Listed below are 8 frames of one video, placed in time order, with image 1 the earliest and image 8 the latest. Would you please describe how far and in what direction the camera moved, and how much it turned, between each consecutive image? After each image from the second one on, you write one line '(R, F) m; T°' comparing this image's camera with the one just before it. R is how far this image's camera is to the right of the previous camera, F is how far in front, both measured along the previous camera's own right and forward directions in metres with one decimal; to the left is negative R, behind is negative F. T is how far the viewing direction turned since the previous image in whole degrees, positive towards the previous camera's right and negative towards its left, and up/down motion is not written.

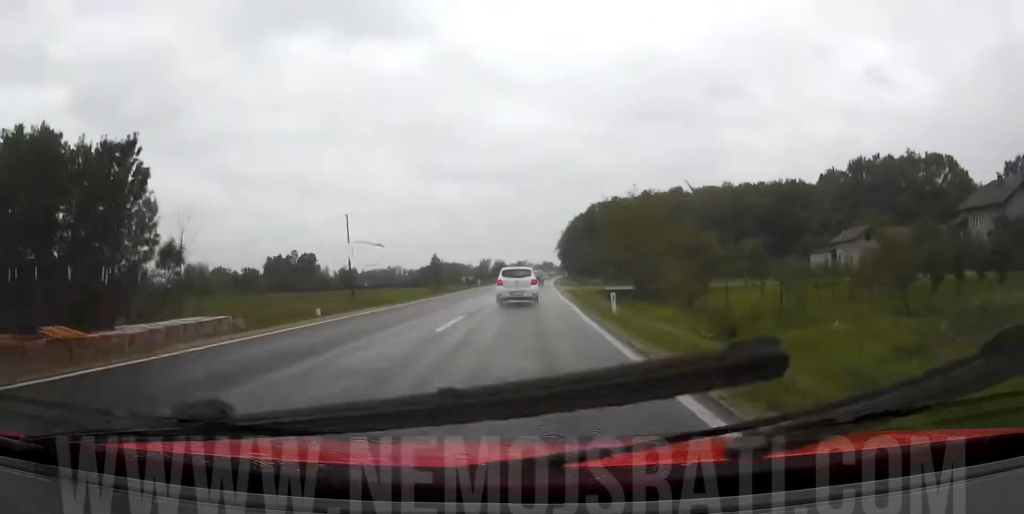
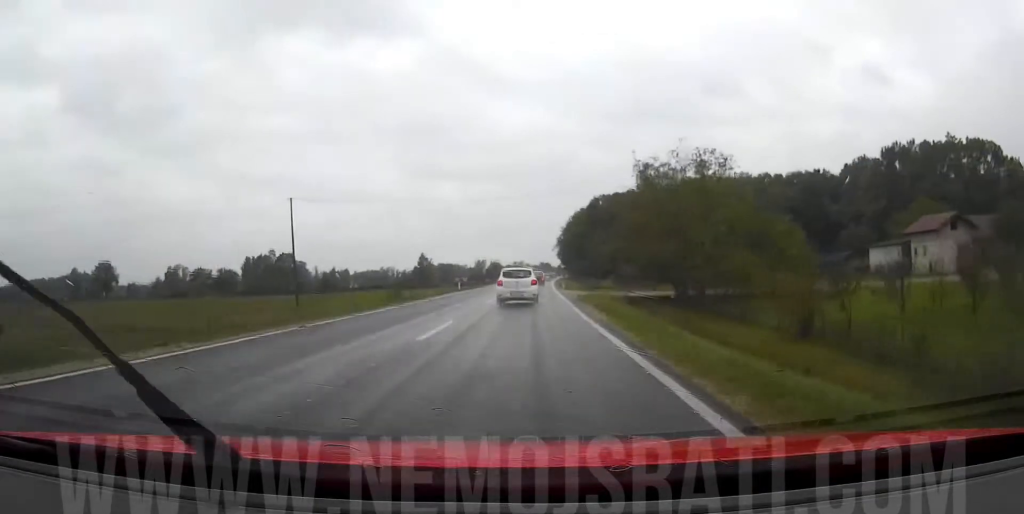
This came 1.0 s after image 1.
(+0.1, +16.6) m; +1°
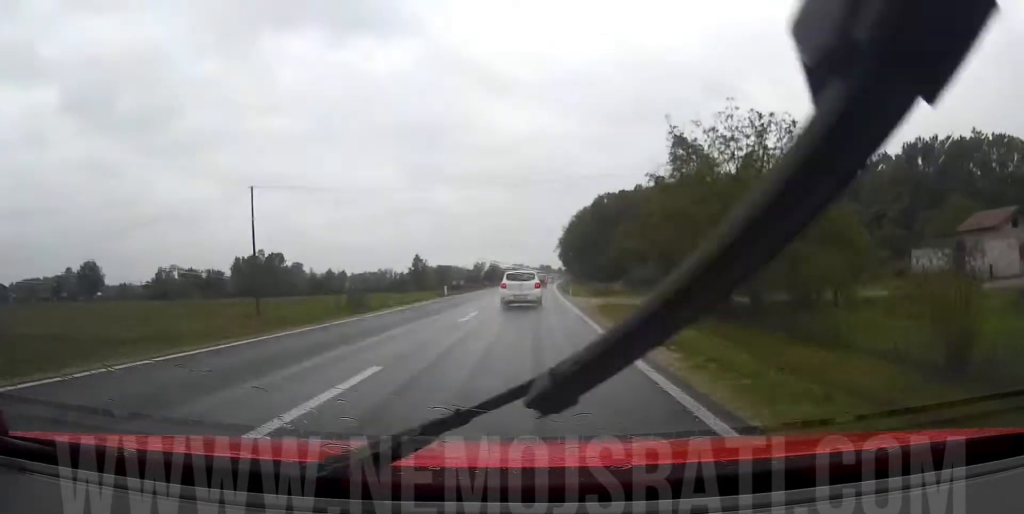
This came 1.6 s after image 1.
(-0.1, +8.6) m; 0°
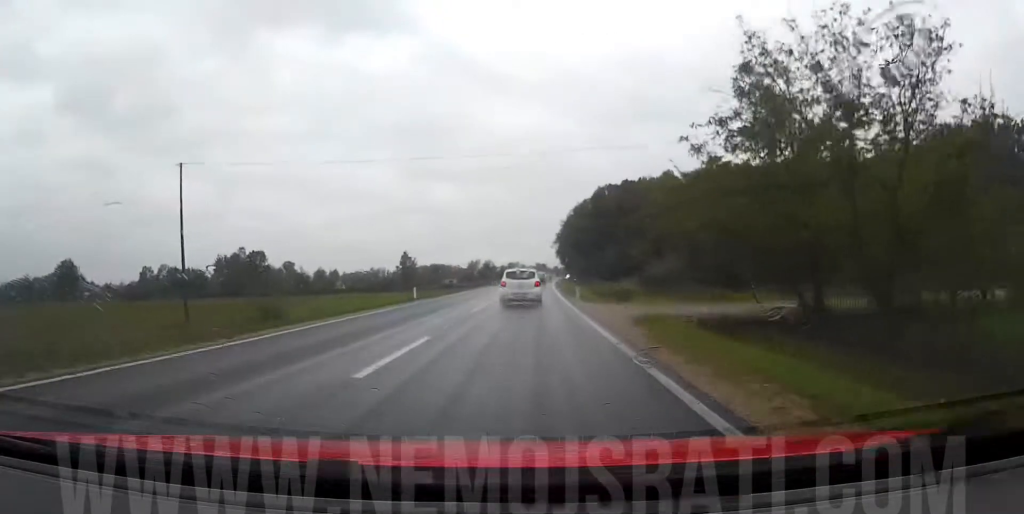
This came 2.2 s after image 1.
(+0.2, +10.2) m; 0°
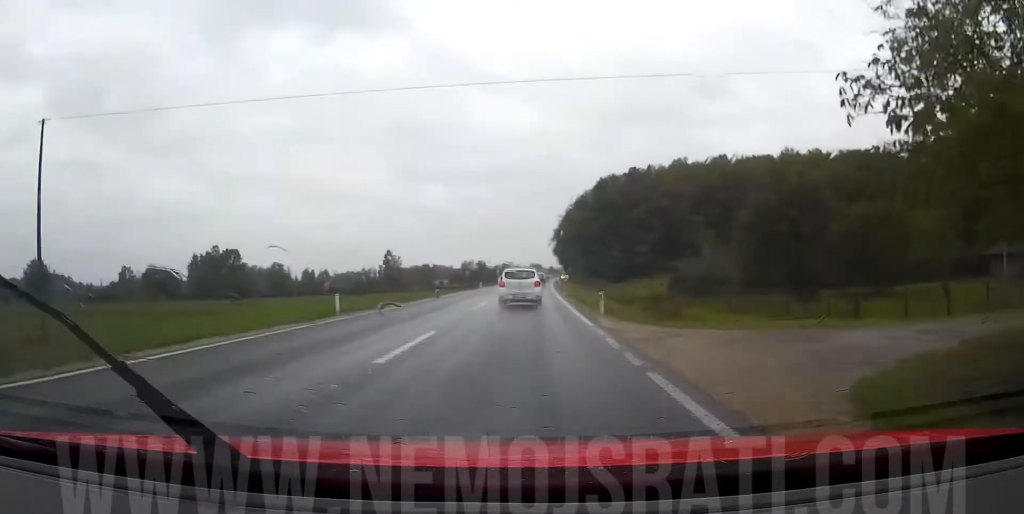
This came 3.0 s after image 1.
(0.0, +13.0) m; 0°
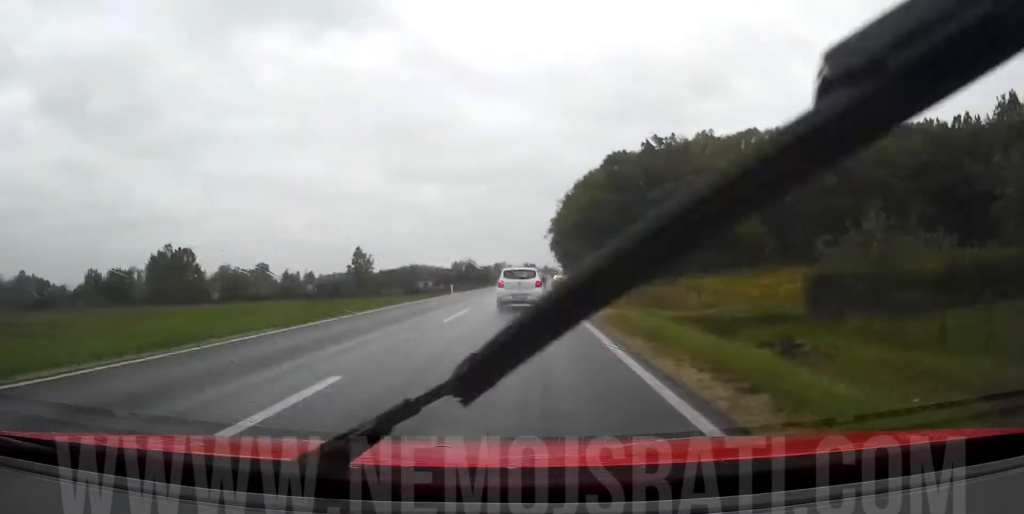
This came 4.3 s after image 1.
(0.0, +20.6) m; +1°
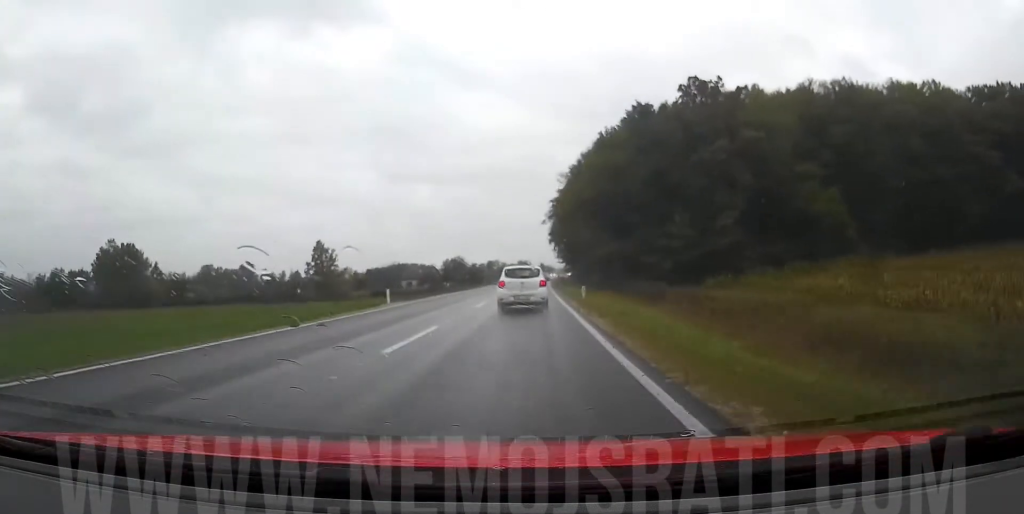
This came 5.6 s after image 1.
(+0.3, +21.0) m; +1°
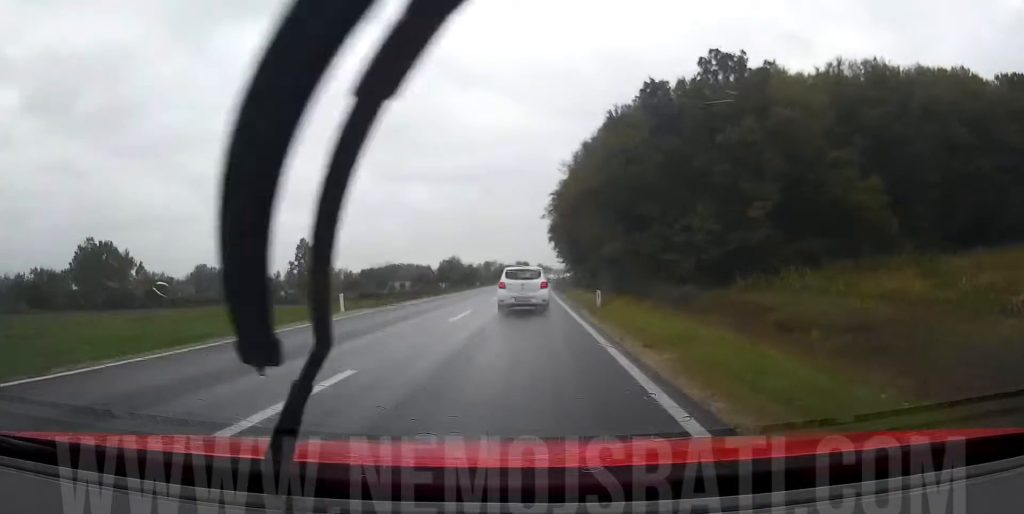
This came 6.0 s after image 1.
(0.0, +6.9) m; 0°
